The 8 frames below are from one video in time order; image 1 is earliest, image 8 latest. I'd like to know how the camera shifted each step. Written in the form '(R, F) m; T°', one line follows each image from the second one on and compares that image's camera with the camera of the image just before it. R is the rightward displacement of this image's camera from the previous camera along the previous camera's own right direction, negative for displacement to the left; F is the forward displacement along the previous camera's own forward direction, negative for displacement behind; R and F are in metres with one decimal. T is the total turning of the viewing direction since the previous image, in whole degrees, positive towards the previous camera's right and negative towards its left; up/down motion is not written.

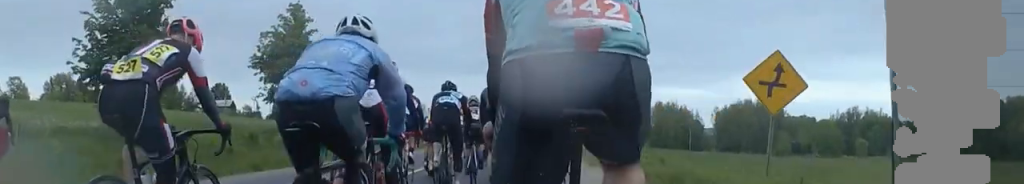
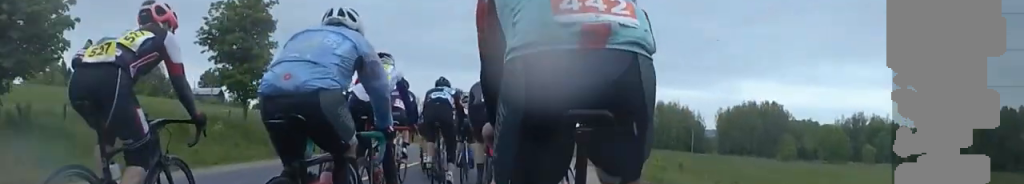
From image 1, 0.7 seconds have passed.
(-0.4, +8.8) m; -3°
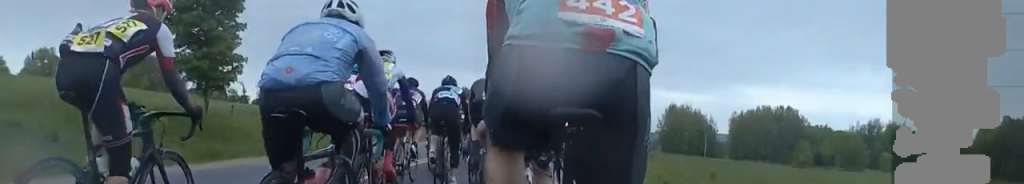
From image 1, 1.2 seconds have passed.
(0.0, +7.2) m; +2°
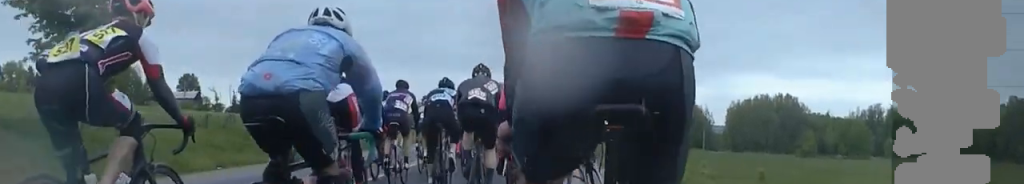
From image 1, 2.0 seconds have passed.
(+0.3, +11.2) m; +2°
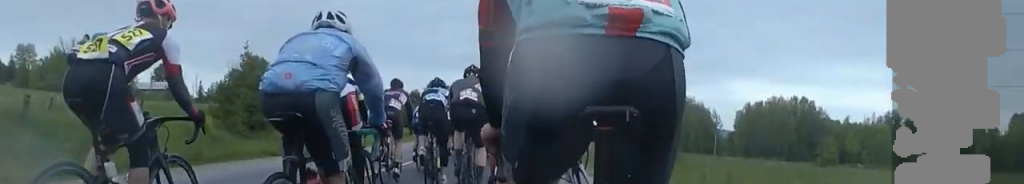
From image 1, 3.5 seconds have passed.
(-0.2, +19.8) m; 0°
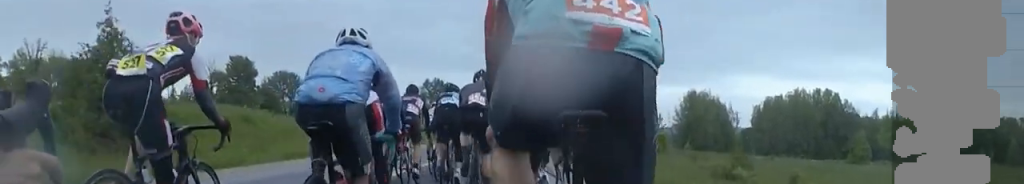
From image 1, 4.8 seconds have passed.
(+0.7, +17.9) m; 0°
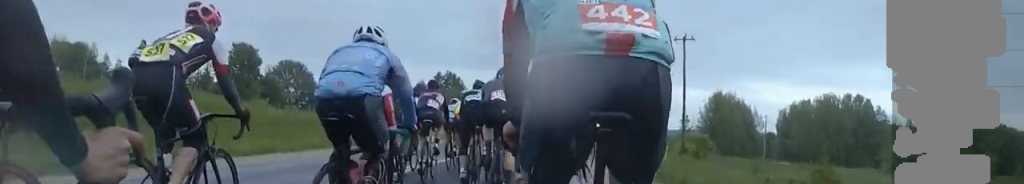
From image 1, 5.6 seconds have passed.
(-0.8, +11.6) m; -2°
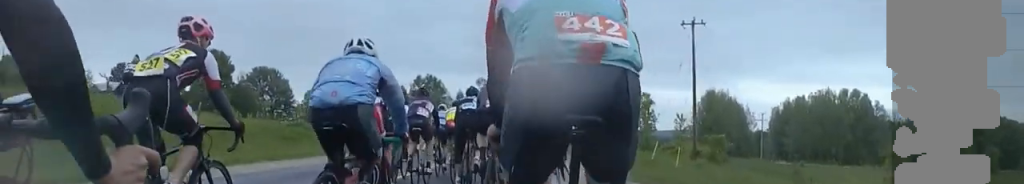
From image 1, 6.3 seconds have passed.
(+0.2, +9.6) m; 0°
